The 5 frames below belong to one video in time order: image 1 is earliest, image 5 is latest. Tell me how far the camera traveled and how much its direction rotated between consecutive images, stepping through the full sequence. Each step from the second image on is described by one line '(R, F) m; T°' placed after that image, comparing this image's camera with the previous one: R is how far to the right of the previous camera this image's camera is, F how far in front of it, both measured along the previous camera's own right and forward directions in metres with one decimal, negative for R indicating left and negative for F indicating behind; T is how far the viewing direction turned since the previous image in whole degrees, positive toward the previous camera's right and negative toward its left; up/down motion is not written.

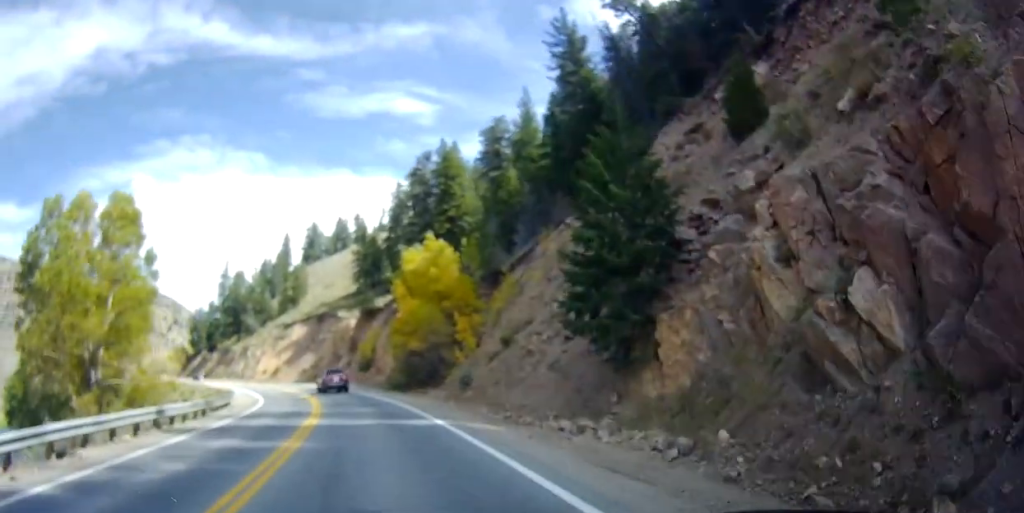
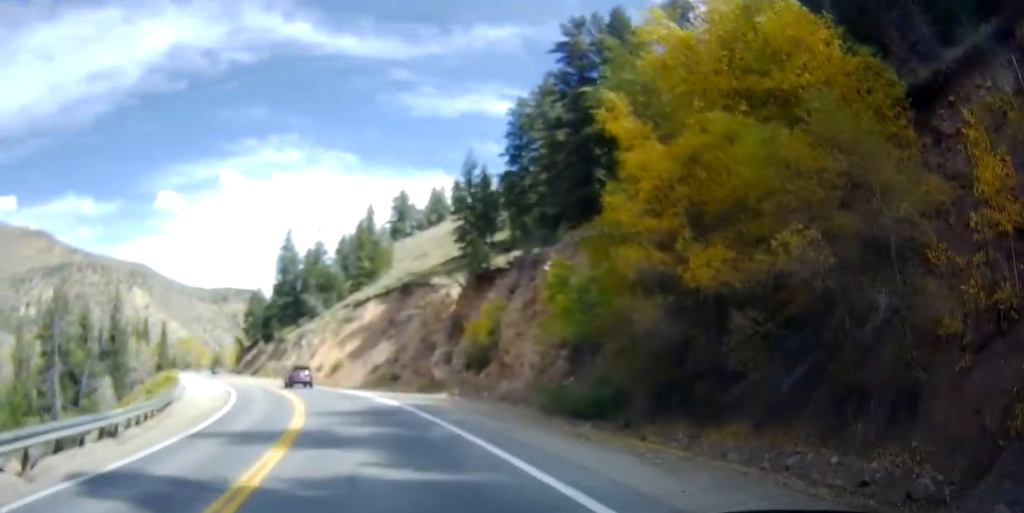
(-1.6, +34.2) m; -8°
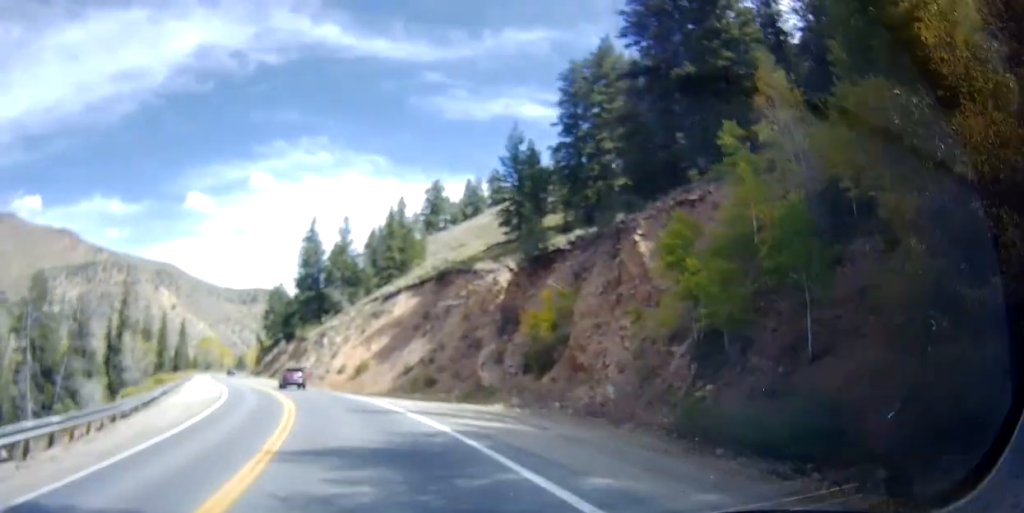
(-0.8, +10.2) m; -4°
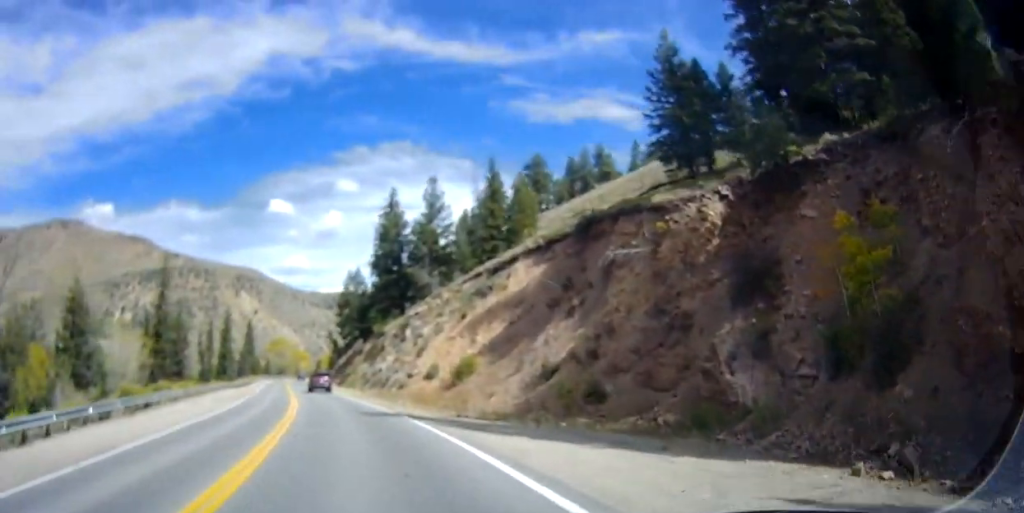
(-0.8, +21.6) m; -6°
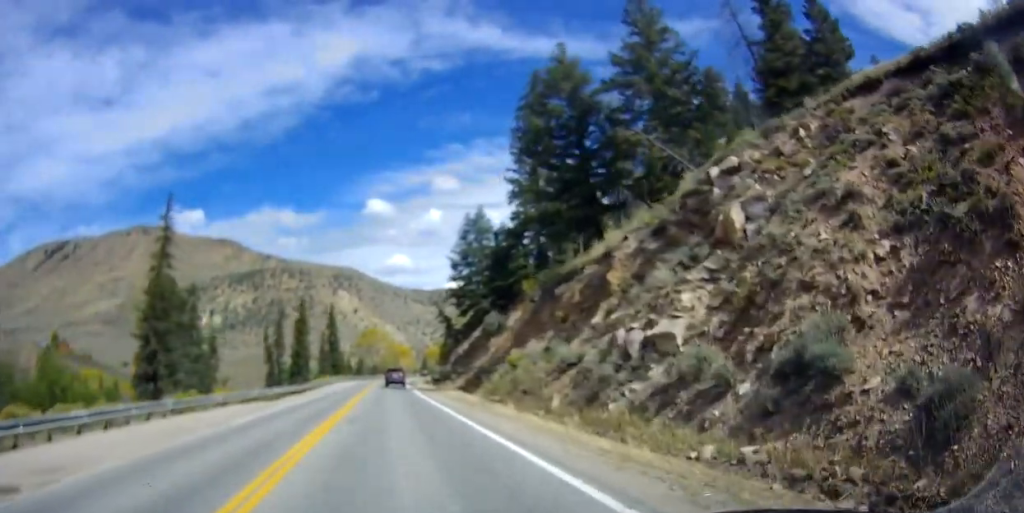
(-5.9, +39.2) m; -14°
